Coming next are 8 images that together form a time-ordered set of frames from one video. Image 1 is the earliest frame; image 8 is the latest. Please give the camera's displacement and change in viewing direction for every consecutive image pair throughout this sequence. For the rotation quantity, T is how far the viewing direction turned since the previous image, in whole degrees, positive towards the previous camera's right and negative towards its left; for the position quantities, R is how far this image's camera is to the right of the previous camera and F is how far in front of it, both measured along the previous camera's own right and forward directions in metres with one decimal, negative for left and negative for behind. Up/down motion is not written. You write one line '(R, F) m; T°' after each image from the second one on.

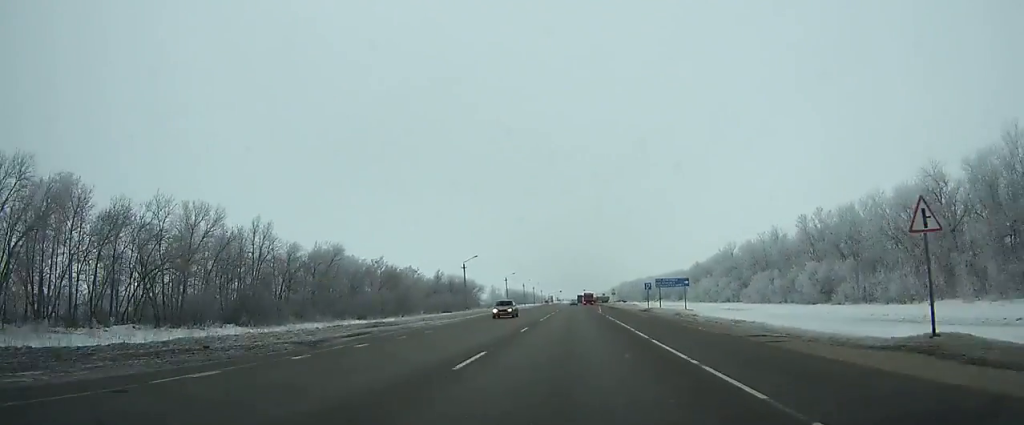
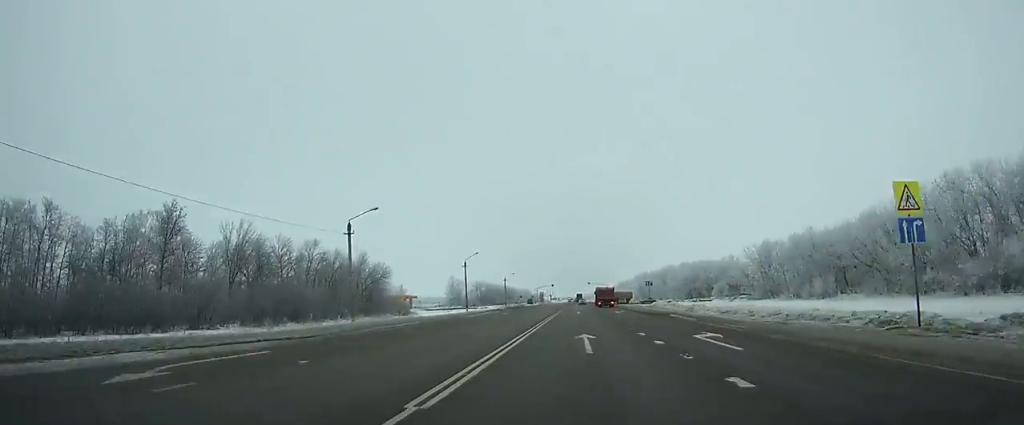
(+0.1, +125.7) m; 0°
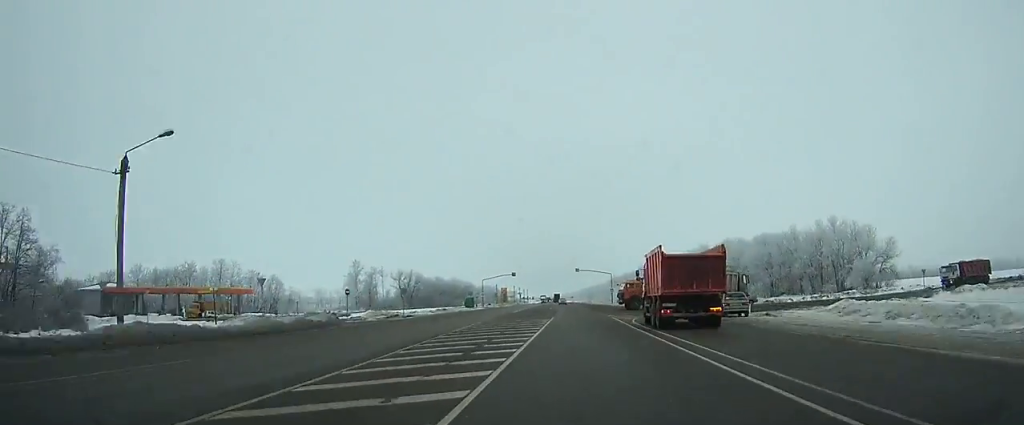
(+1.0, +100.3) m; +1°
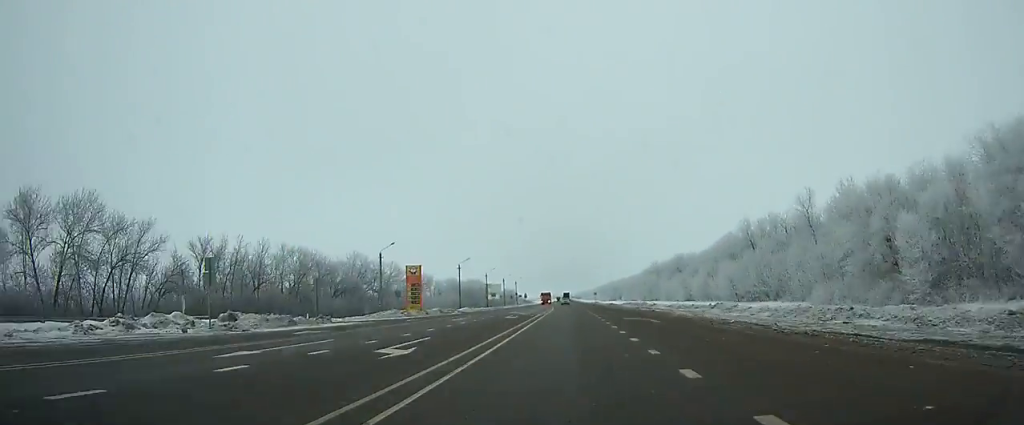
(-1.0, +130.8) m; -1°
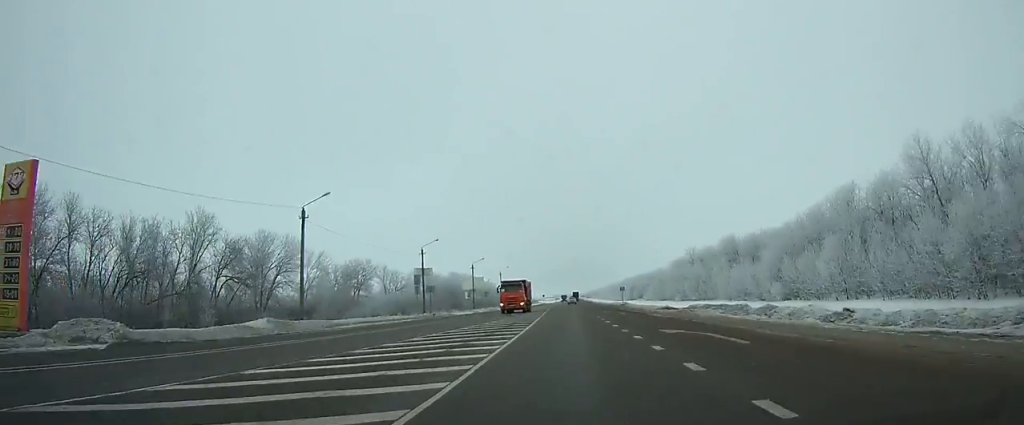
(-0.4, +58.7) m; 0°
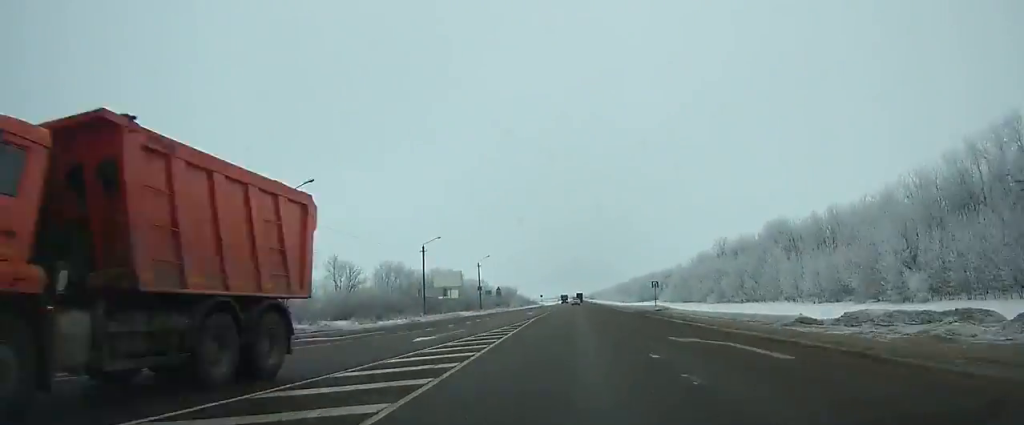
(-0.1, +34.0) m; 0°
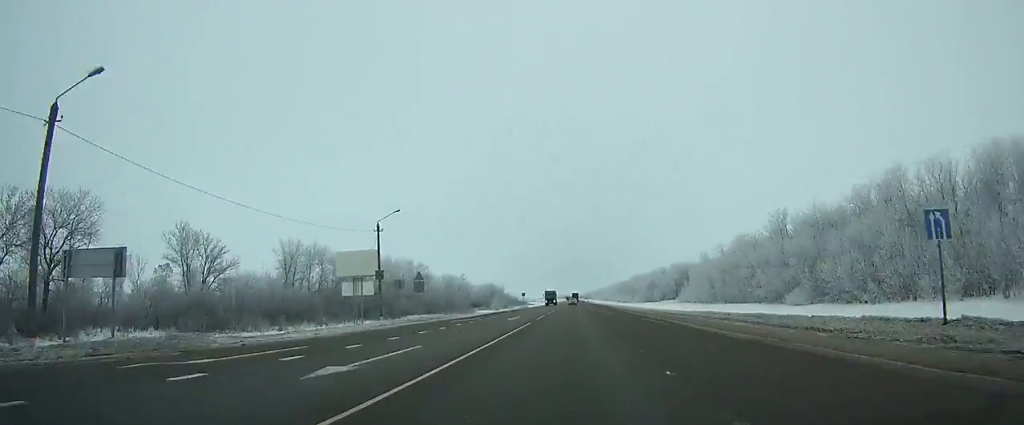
(0.0, +46.1) m; 0°
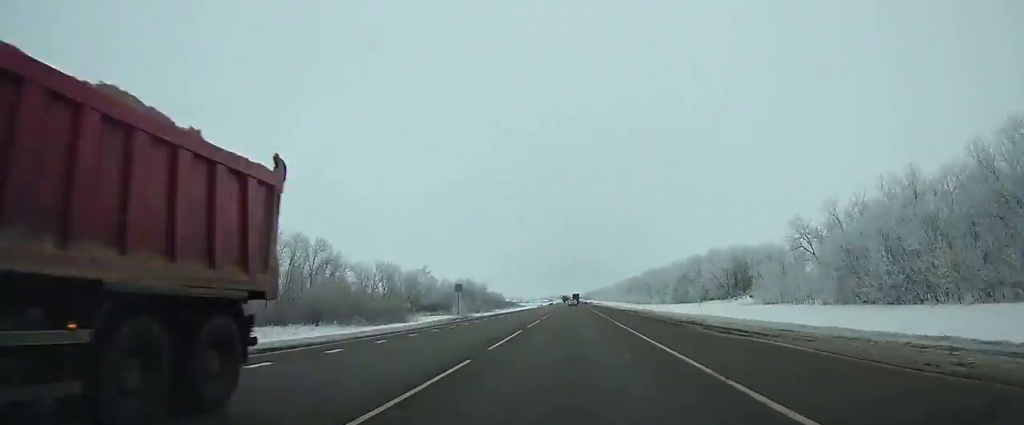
(+0.2, +70.2) m; 0°
